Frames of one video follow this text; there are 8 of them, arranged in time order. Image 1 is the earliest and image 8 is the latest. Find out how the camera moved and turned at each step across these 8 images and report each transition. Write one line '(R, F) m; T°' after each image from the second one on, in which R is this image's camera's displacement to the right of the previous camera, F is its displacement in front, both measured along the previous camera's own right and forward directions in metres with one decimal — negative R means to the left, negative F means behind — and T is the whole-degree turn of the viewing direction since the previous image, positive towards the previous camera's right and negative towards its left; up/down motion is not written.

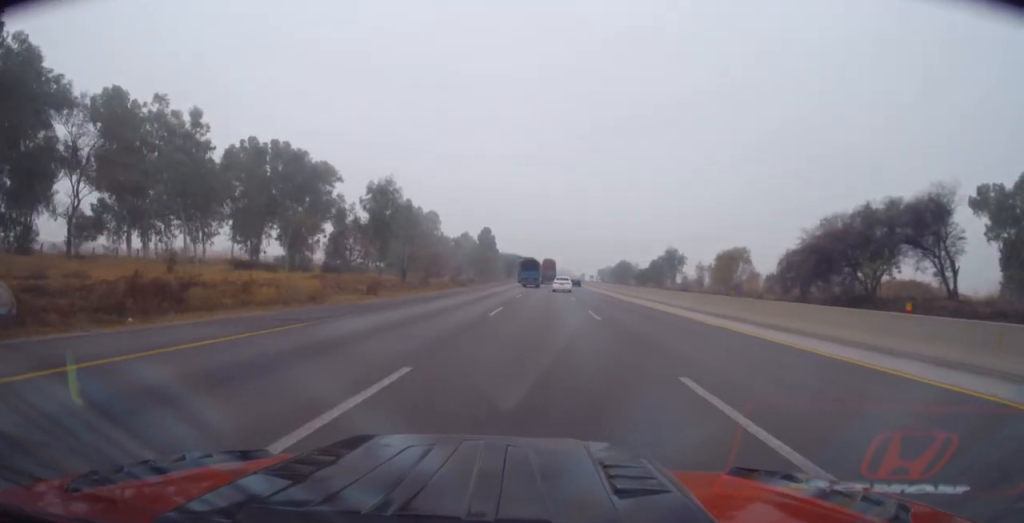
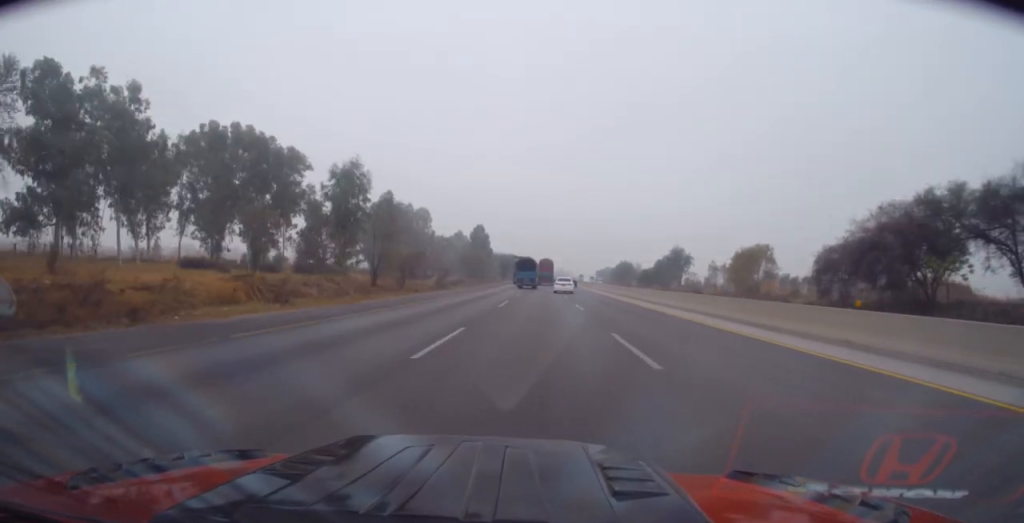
(-0.2, +11.0) m; +1°
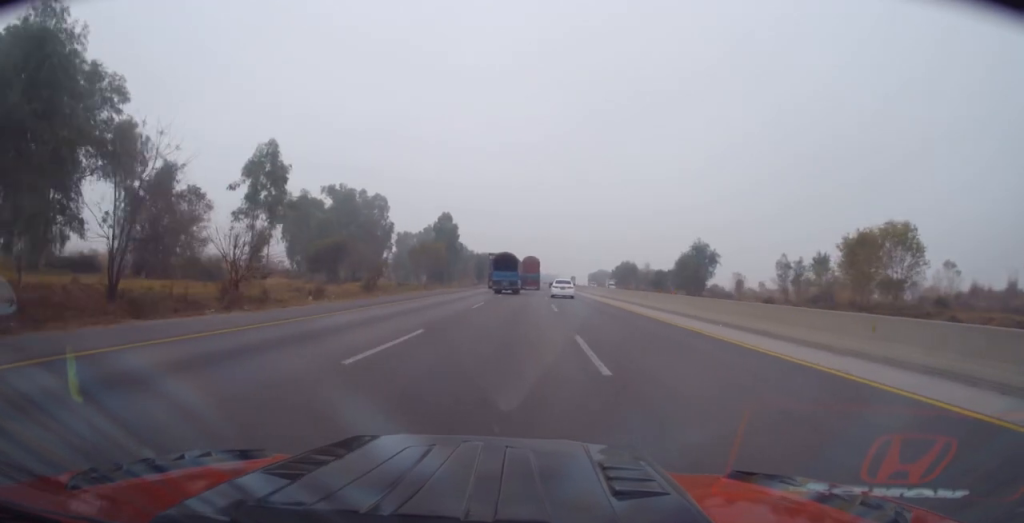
(+0.3, +36.6) m; 0°
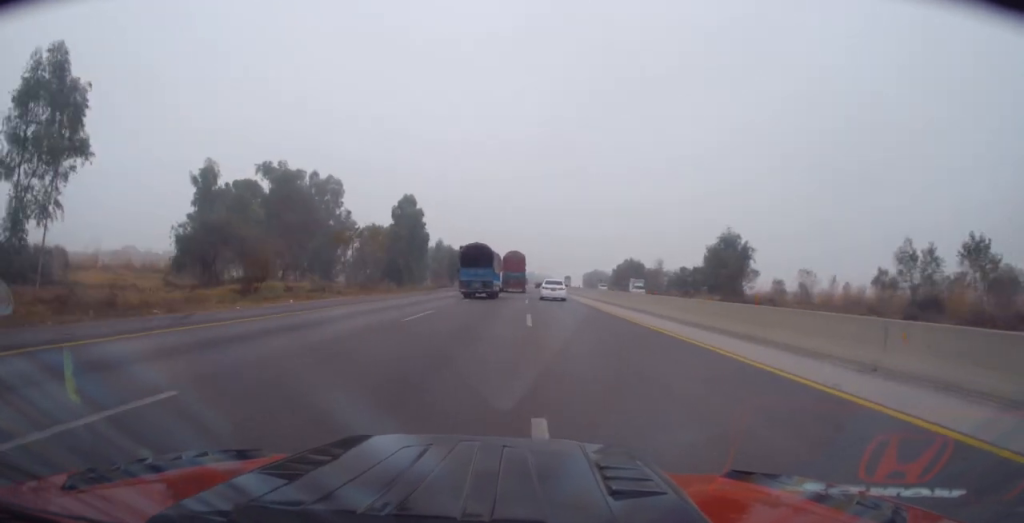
(+0.2, +26.9) m; +1°
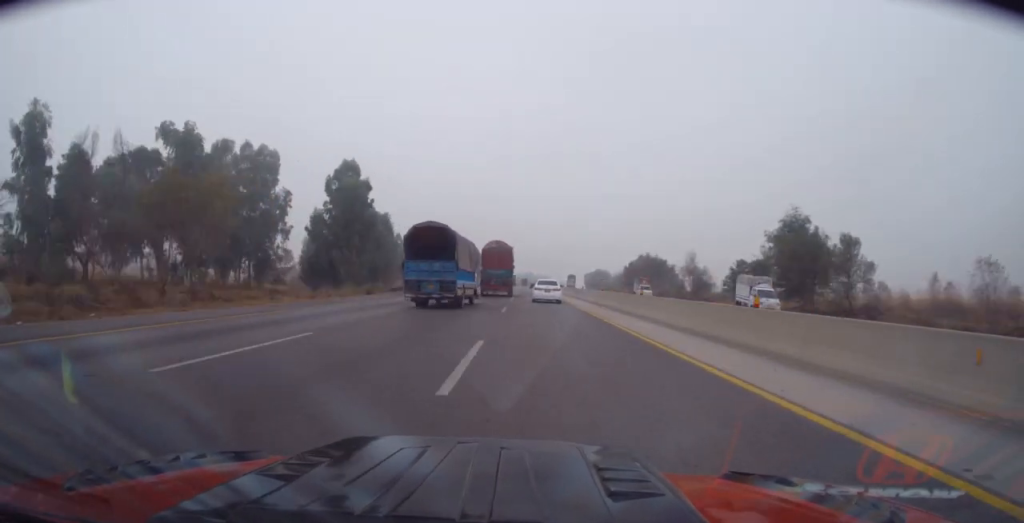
(-0.1, +28.8) m; 0°
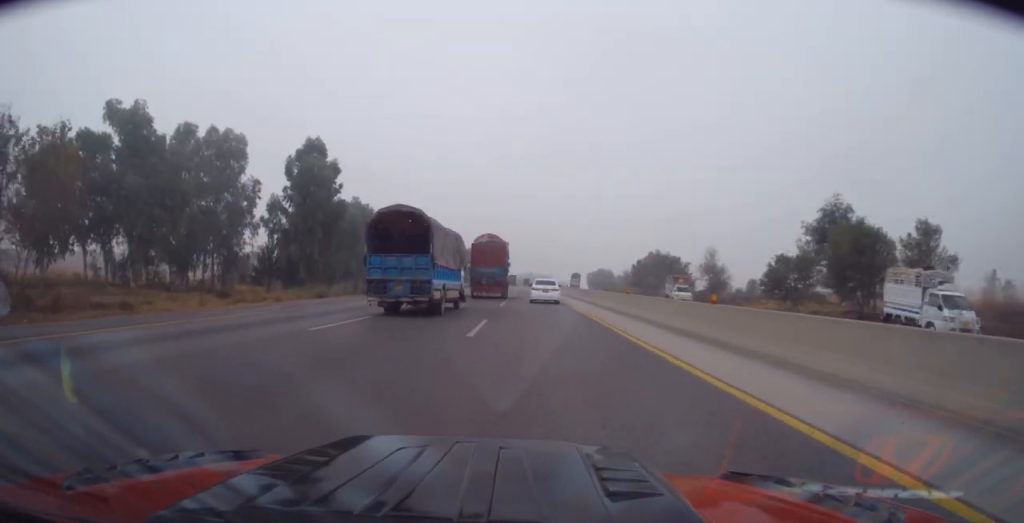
(-0.1, +11.1) m; 0°
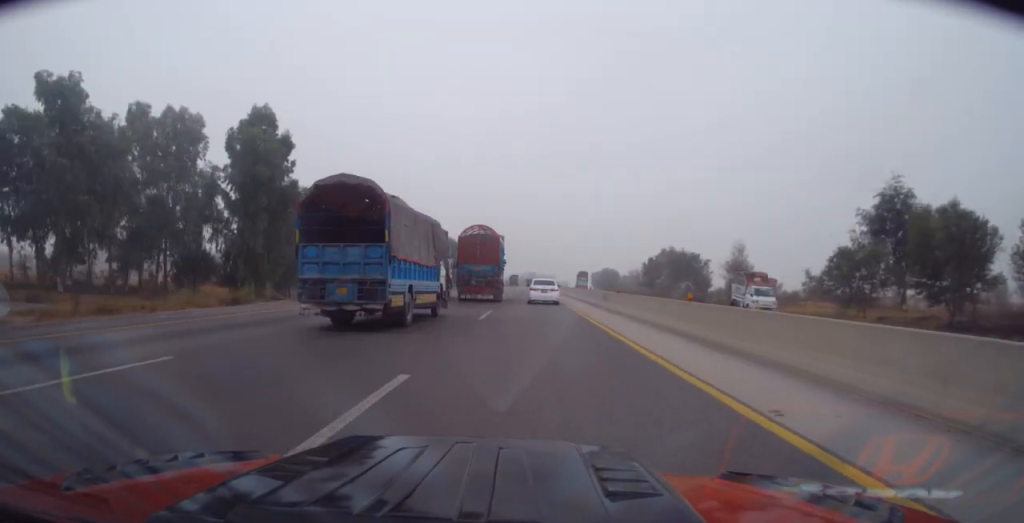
(+0.1, +11.7) m; 0°
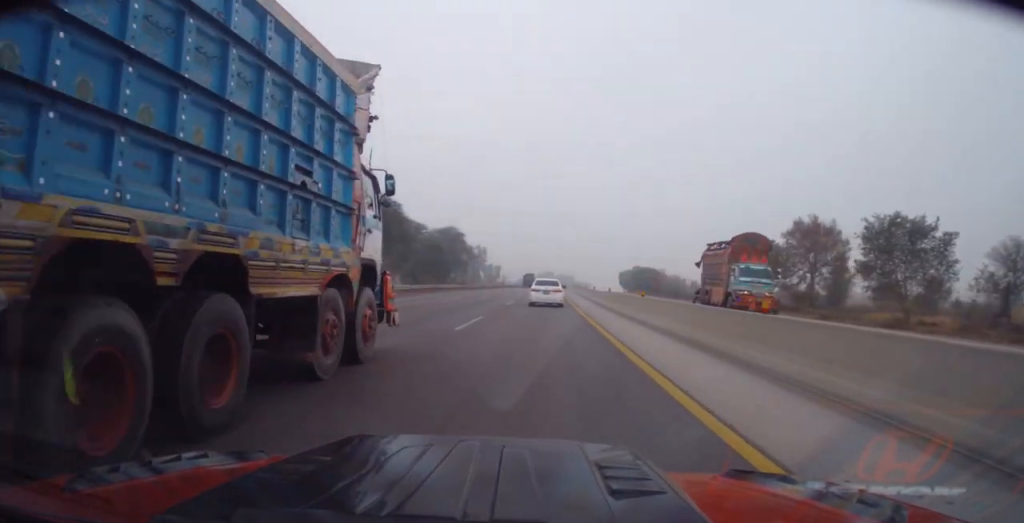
(-0.7, +58.6) m; -1°
